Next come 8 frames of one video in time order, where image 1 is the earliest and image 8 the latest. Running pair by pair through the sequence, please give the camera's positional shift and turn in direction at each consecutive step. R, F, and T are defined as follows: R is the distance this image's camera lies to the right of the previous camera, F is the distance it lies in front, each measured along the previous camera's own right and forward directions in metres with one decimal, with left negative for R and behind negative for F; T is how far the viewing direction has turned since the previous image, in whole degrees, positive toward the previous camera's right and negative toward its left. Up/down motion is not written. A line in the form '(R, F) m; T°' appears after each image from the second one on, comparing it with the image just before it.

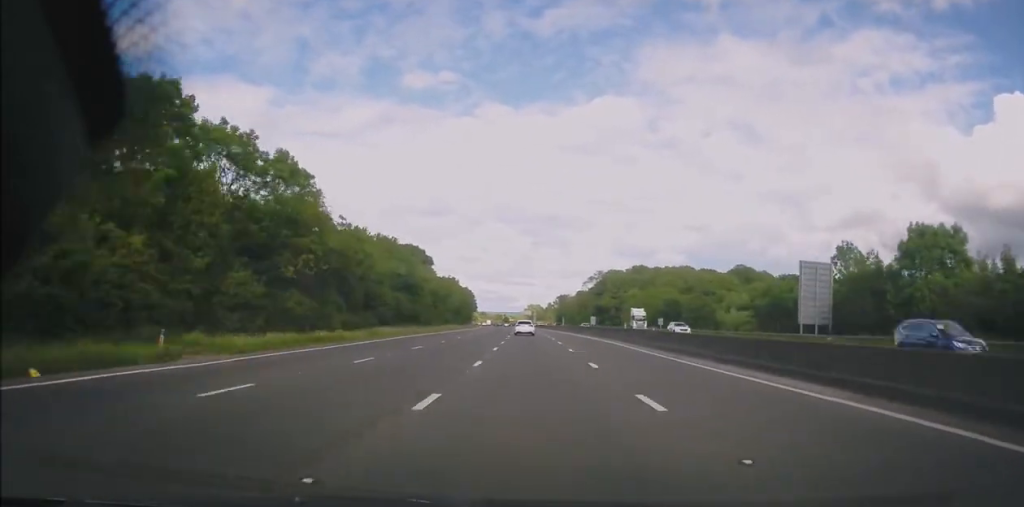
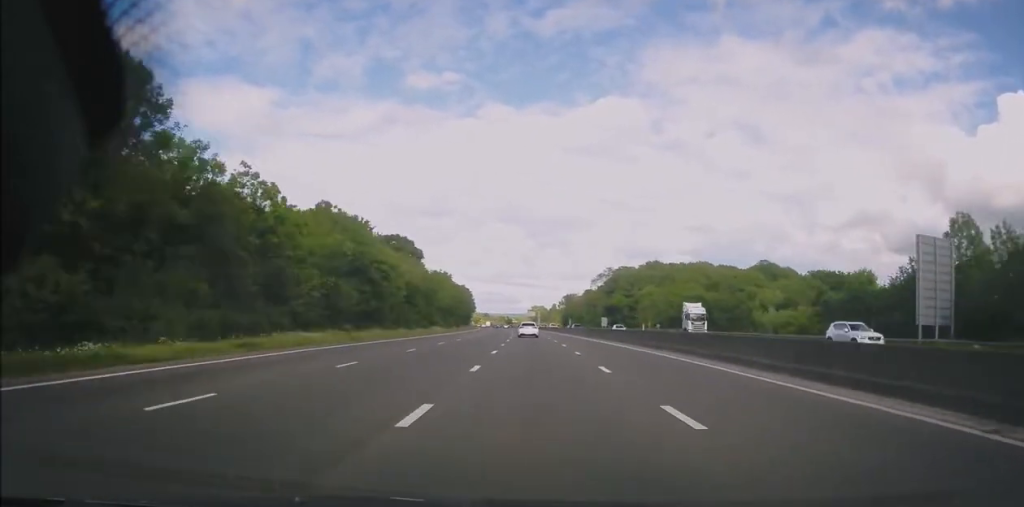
(+0.1, +19.6) m; -1°
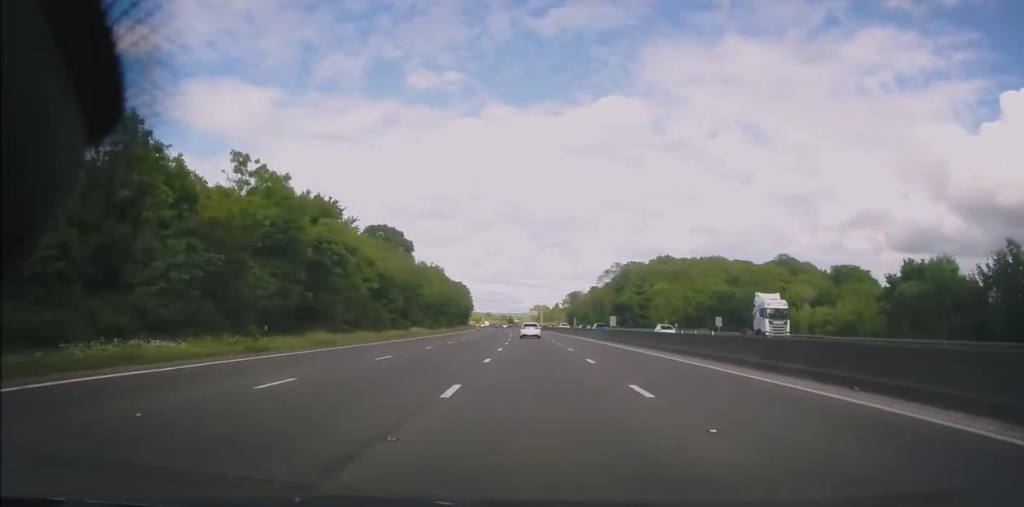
(0.0, +13.9) m; 0°
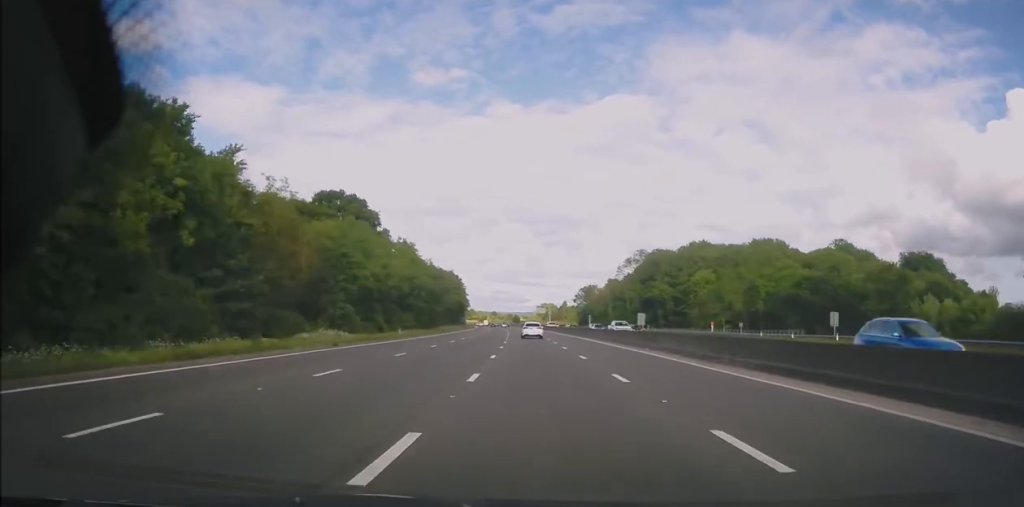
(-0.4, +32.6) m; -1°
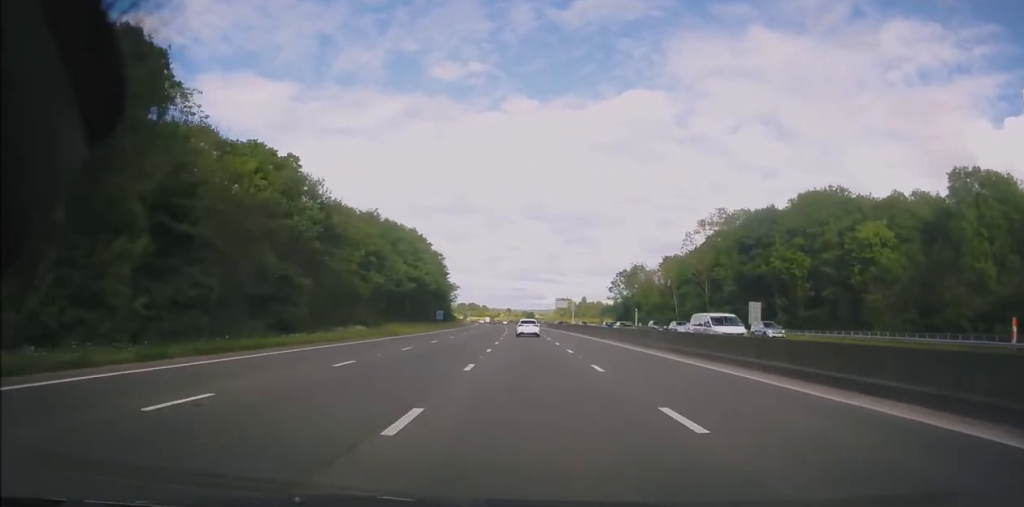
(-0.9, +62.0) m; -2°
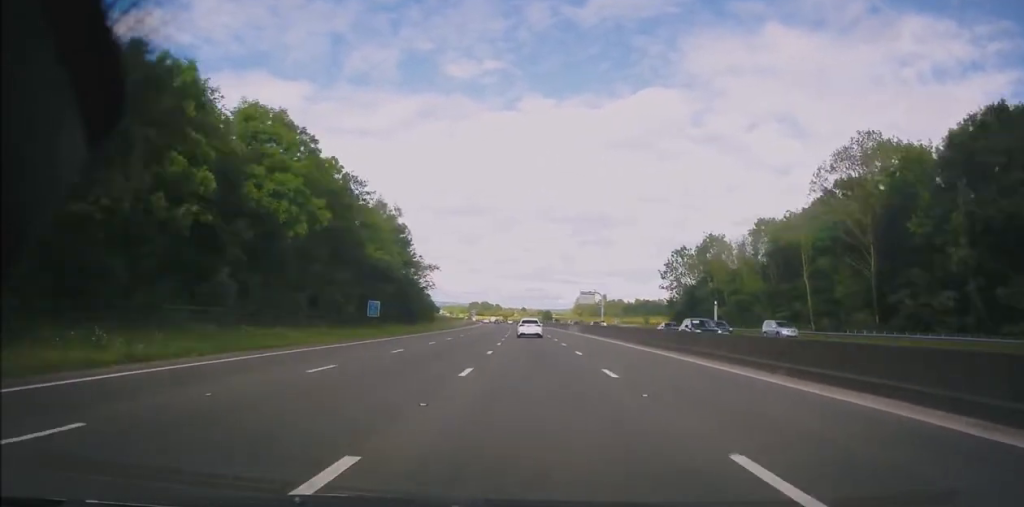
(-0.3, +47.1) m; -1°
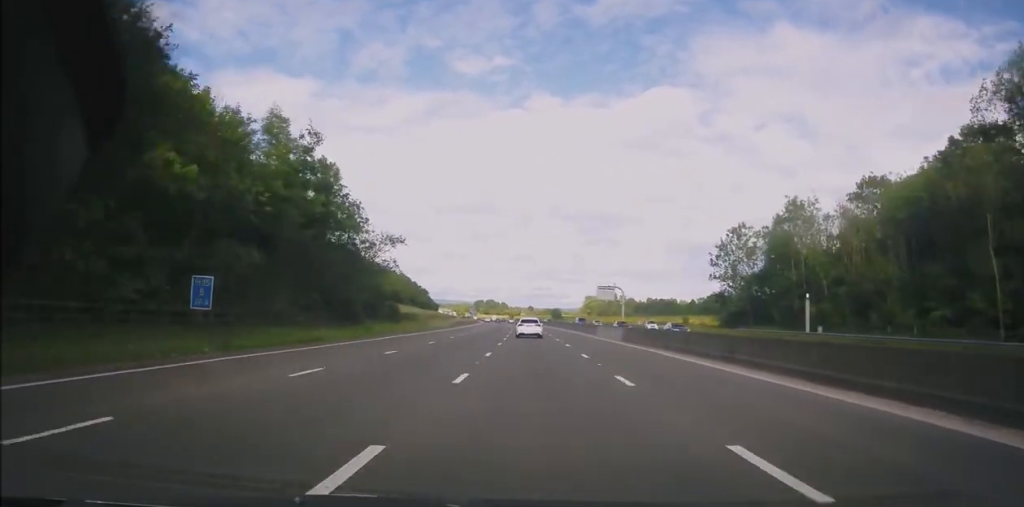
(-0.3, +27.1) m; -1°
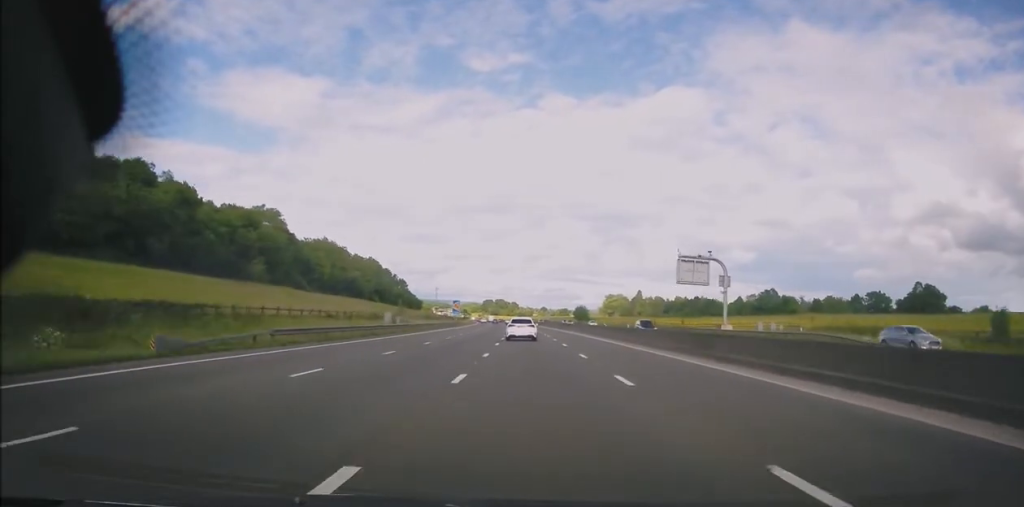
(-1.2, +71.2) m; -2°
